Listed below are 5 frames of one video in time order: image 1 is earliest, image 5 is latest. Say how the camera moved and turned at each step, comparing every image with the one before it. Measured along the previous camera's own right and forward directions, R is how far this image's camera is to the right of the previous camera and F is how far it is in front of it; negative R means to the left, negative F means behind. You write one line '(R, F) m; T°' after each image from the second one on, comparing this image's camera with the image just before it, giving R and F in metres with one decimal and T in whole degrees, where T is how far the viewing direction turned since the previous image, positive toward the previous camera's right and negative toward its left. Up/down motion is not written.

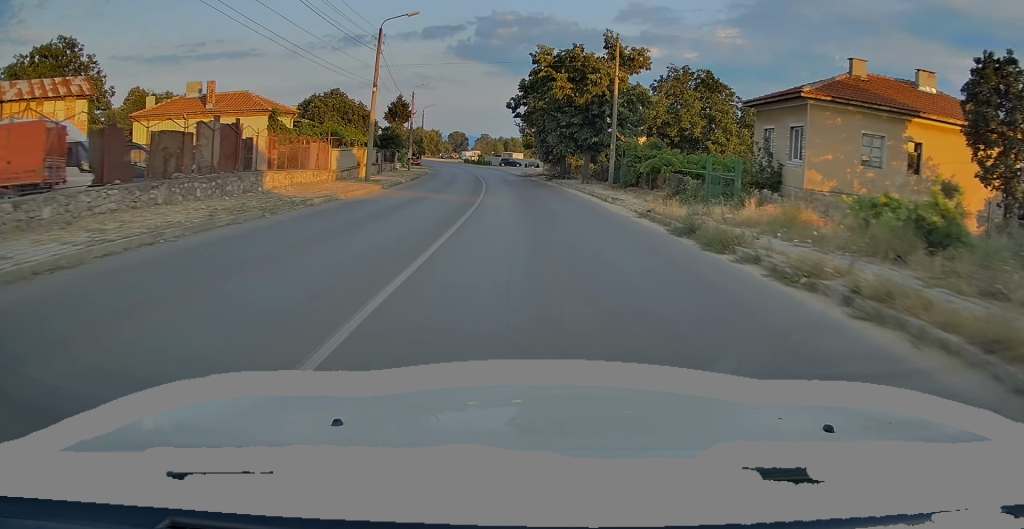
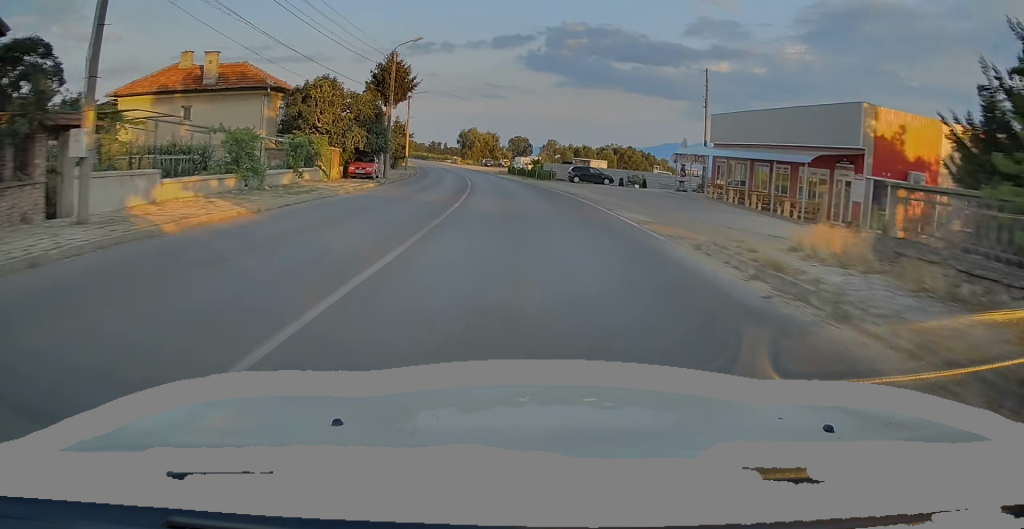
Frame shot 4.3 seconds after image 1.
(-4.2, +54.6) m; -8°
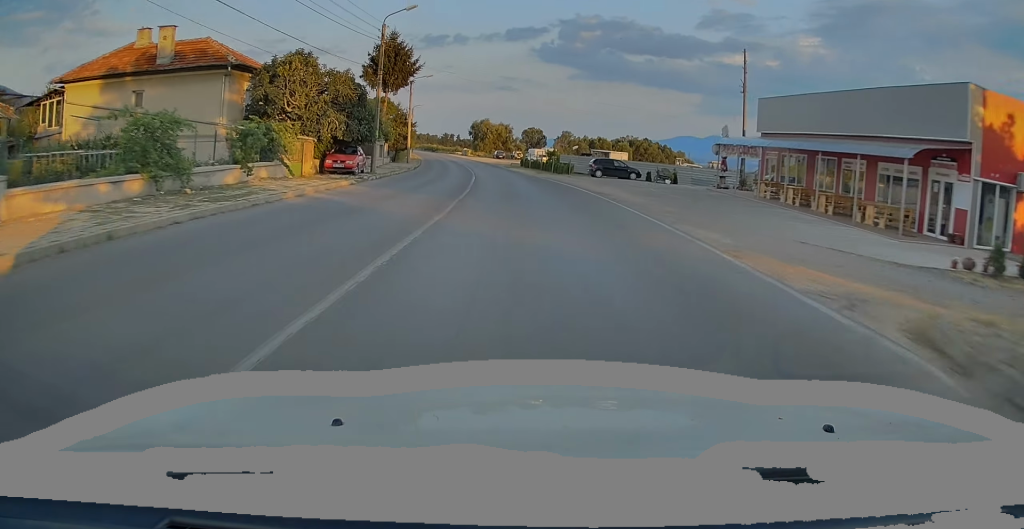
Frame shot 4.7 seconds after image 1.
(-0.1, +6.8) m; 0°
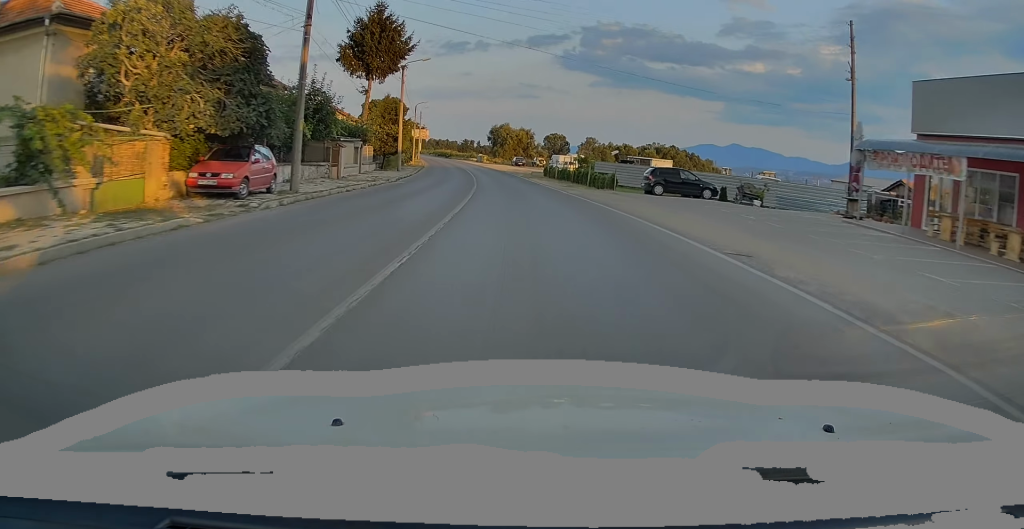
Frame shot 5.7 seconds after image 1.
(-0.1, +14.6) m; -2°
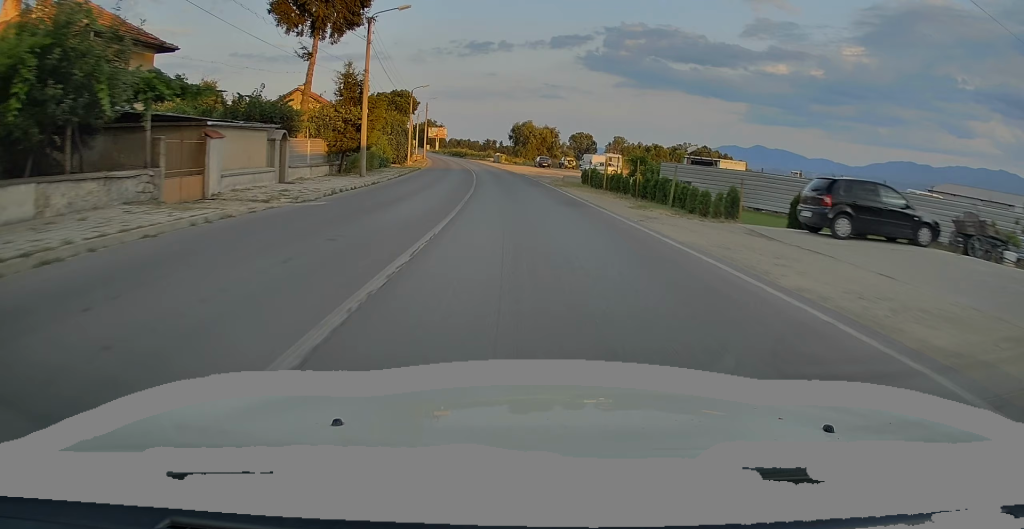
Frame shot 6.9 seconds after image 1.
(-0.6, +17.3) m; -2°
